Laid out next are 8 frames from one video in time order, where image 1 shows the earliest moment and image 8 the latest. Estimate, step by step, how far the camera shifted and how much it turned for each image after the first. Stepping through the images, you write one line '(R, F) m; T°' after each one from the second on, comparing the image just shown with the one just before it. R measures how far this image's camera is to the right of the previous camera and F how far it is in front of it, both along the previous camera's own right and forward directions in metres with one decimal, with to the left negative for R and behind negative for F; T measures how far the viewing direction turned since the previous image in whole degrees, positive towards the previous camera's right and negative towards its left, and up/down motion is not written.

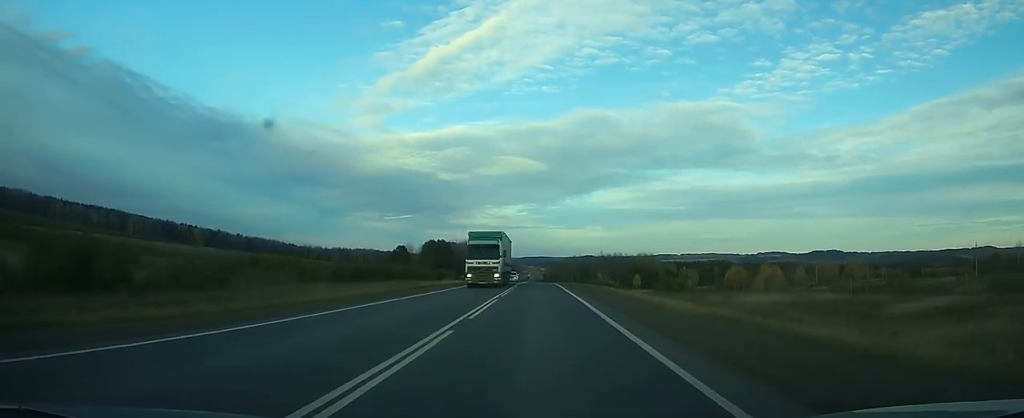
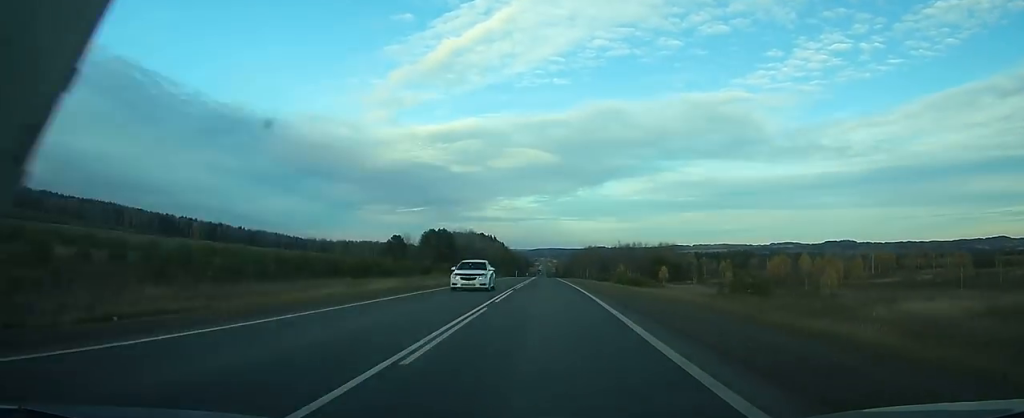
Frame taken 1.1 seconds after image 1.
(-0.5, +31.4) m; -1°
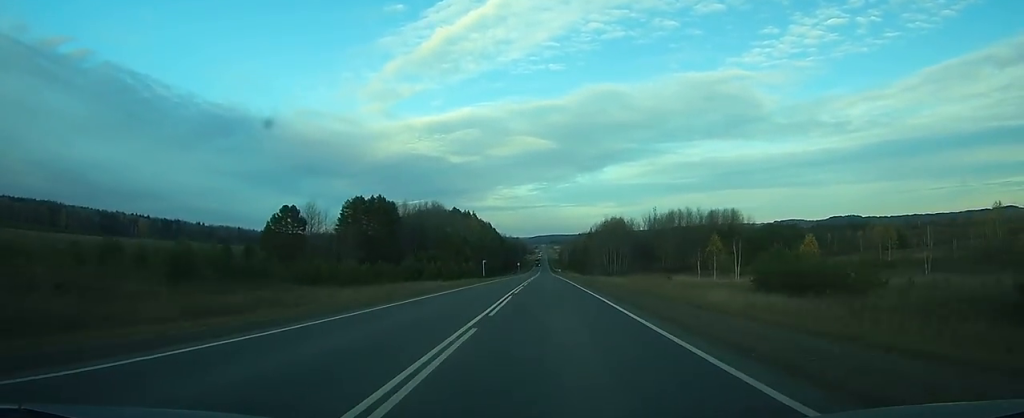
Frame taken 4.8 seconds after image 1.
(-2.8, +112.1) m; -2°
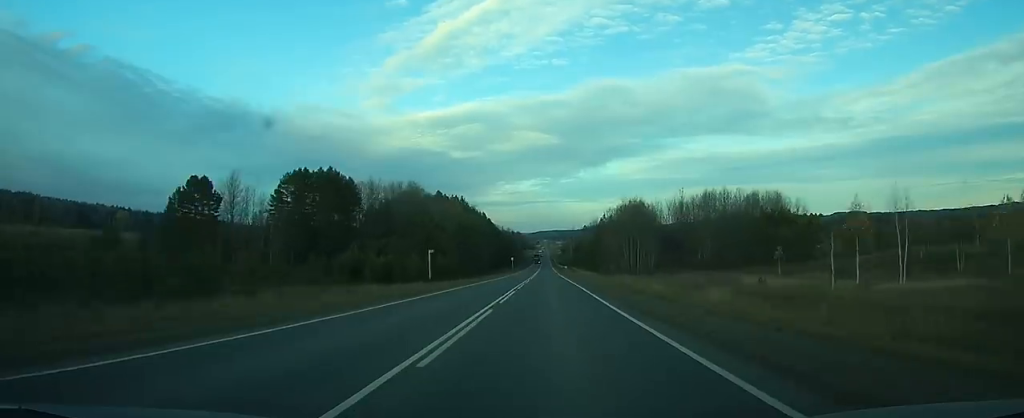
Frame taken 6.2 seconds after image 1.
(0.0, +43.1) m; 0°
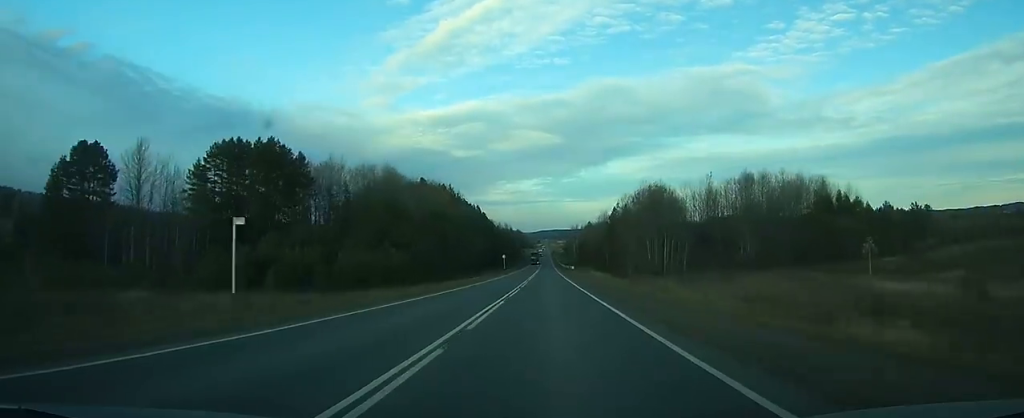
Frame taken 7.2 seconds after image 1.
(0.0, +31.7) m; 0°
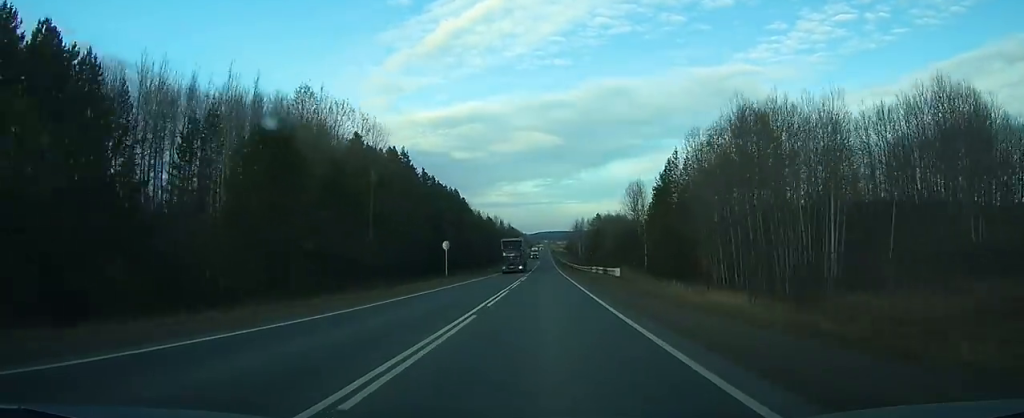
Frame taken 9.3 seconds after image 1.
(0.0, +66.5) m; 0°
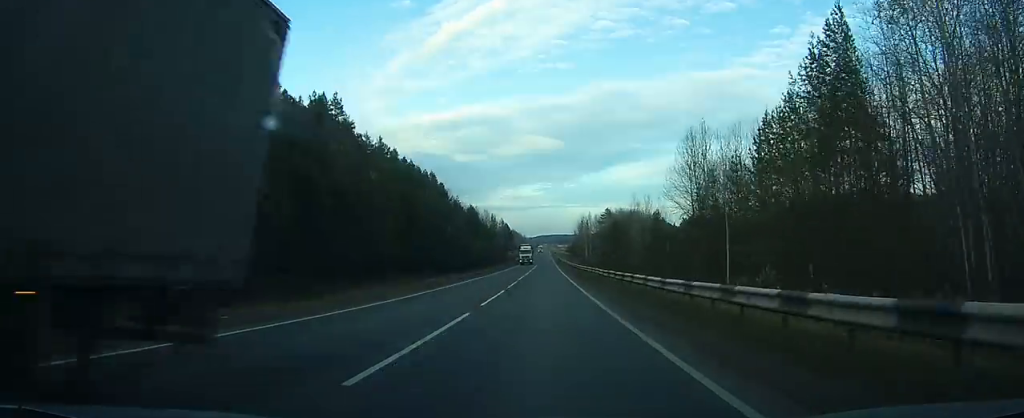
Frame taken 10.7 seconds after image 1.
(0.0, +46.3) m; 0°
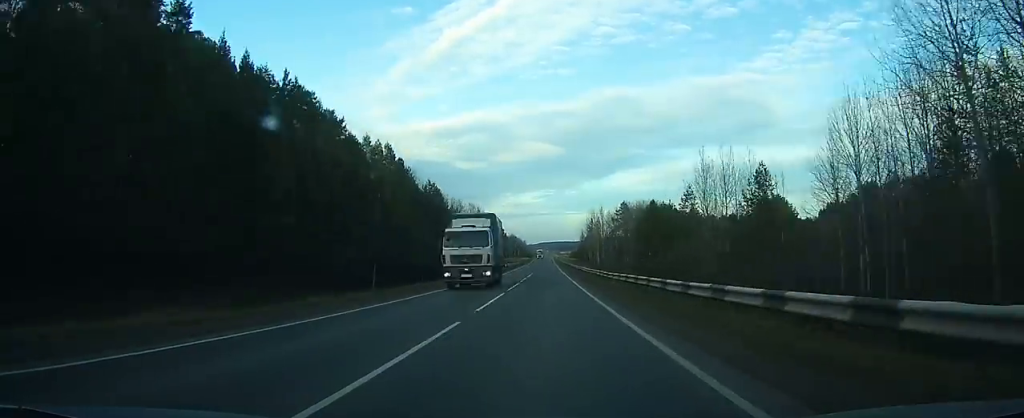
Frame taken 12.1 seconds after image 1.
(+0.1, +49.6) m; 0°
